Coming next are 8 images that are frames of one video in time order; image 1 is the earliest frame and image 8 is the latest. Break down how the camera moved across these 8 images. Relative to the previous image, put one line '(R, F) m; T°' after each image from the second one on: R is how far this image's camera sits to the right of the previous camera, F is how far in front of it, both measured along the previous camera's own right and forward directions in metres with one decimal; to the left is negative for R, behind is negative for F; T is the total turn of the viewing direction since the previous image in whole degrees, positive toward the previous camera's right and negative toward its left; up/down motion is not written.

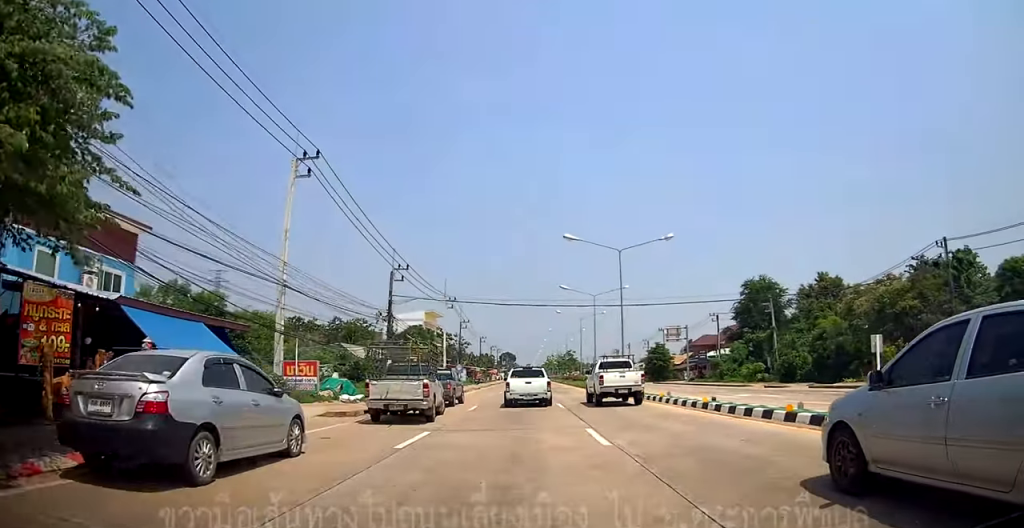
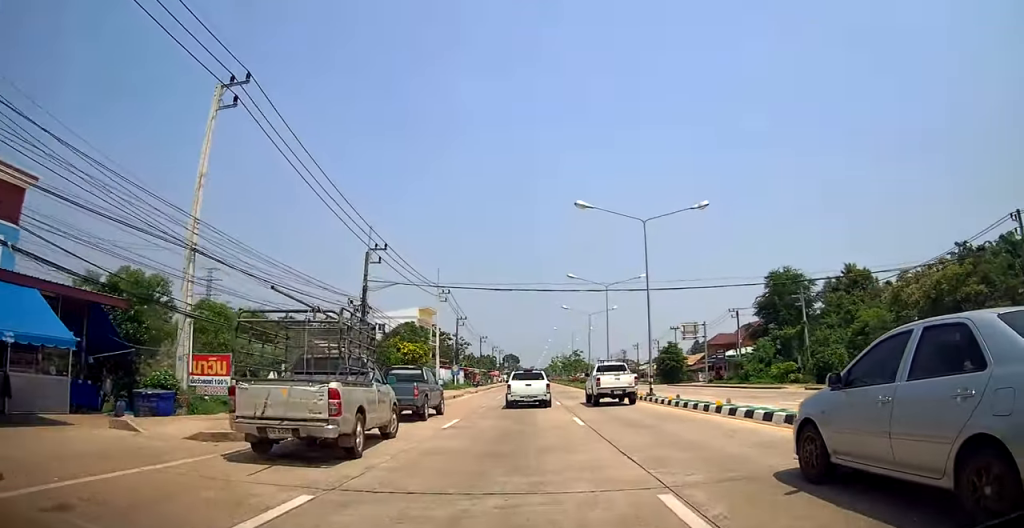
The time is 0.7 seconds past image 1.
(-0.2, +6.8) m; -1°
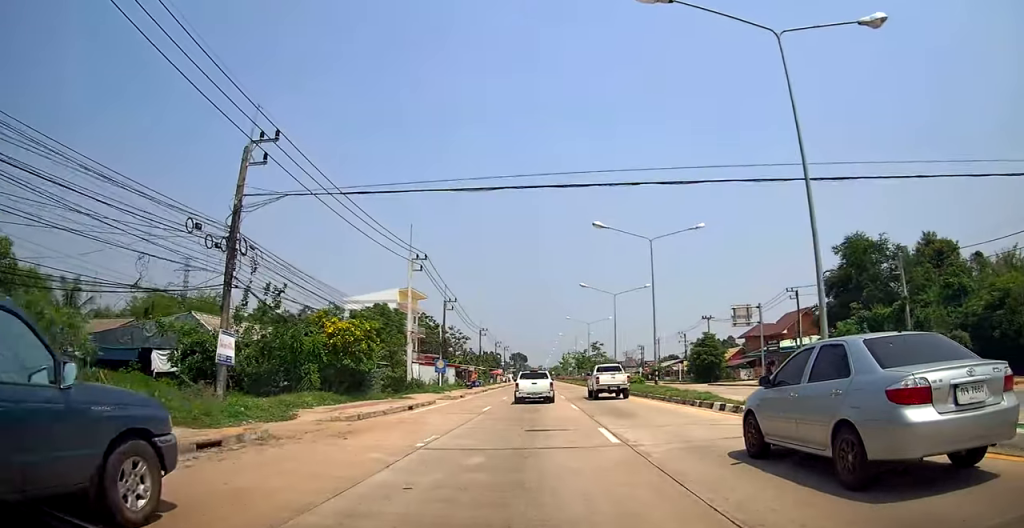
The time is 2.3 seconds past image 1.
(-0.1, +15.8) m; -1°
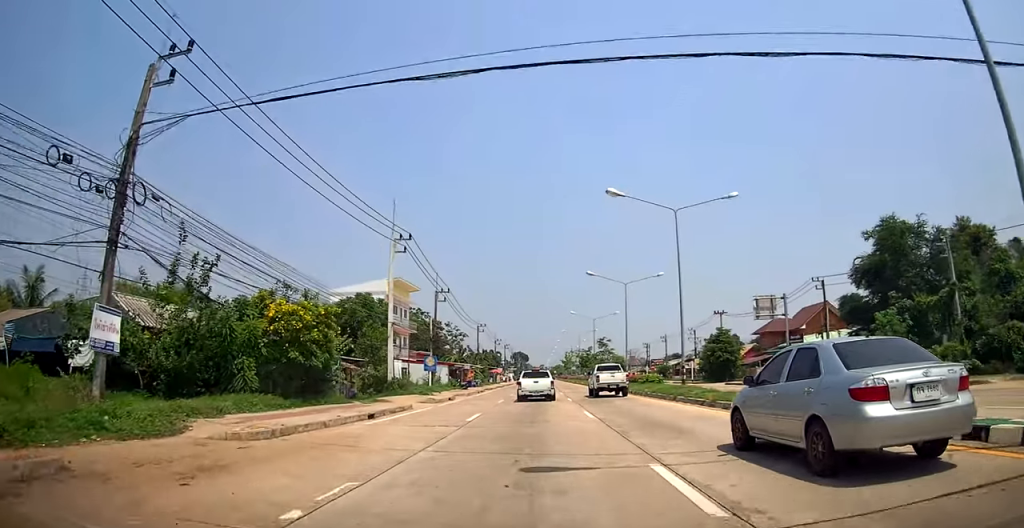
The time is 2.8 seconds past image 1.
(0.0, +5.5) m; -1°
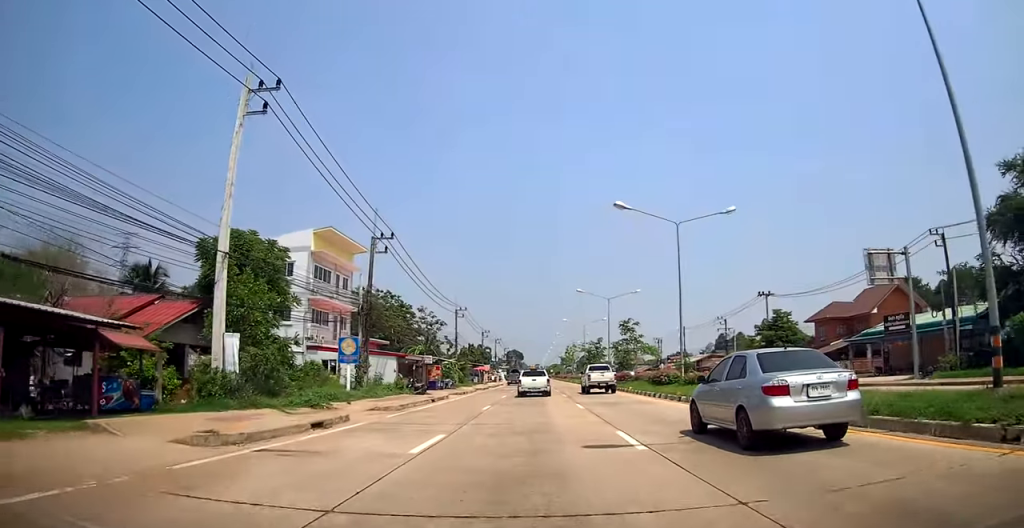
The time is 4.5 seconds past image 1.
(-0.1, +19.3) m; +1°
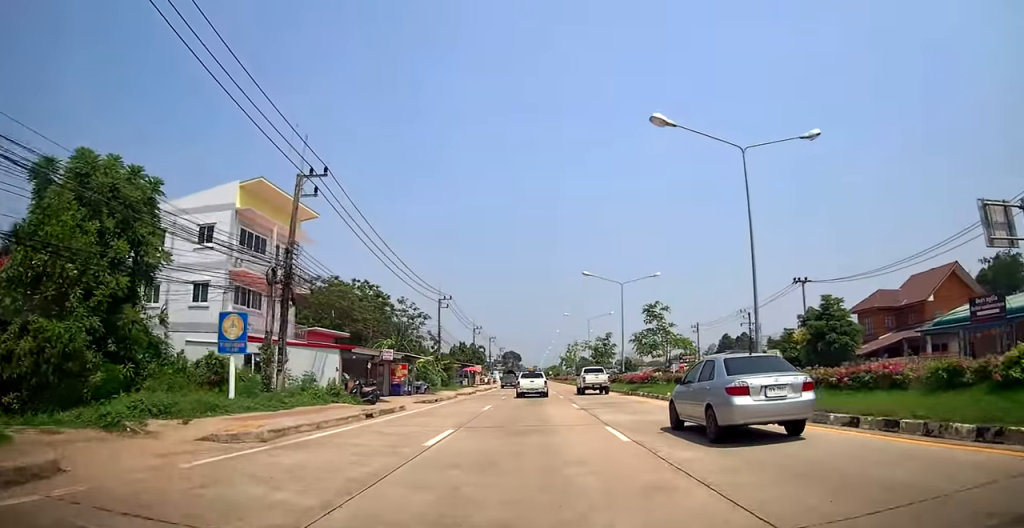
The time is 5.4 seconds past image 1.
(0.0, +10.3) m; 0°
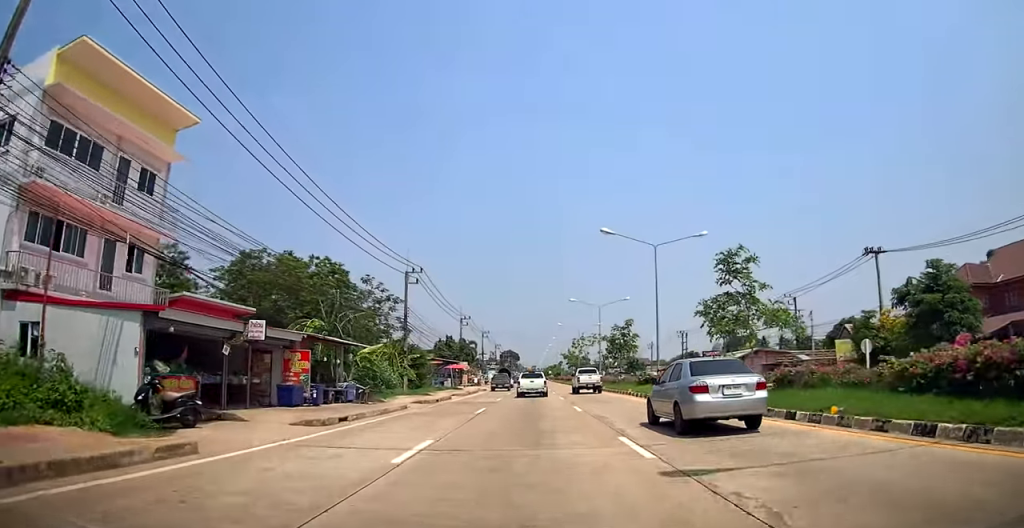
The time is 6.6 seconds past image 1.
(0.0, +13.7) m; 0°
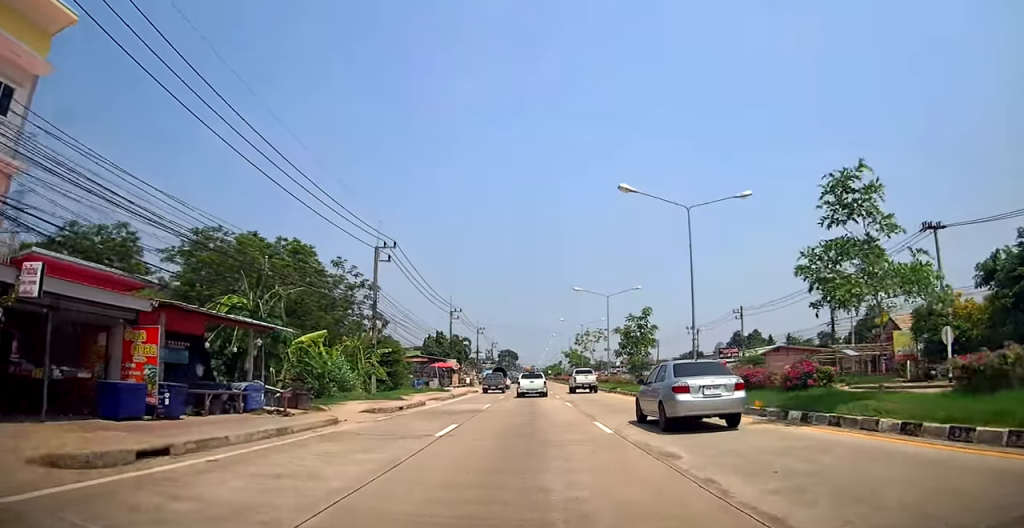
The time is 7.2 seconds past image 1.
(0.0, +7.8) m; 0°
